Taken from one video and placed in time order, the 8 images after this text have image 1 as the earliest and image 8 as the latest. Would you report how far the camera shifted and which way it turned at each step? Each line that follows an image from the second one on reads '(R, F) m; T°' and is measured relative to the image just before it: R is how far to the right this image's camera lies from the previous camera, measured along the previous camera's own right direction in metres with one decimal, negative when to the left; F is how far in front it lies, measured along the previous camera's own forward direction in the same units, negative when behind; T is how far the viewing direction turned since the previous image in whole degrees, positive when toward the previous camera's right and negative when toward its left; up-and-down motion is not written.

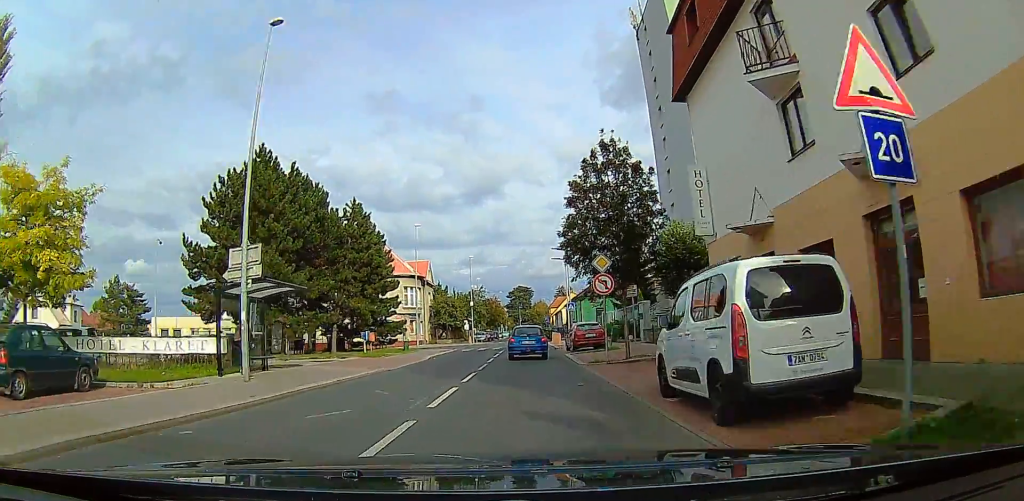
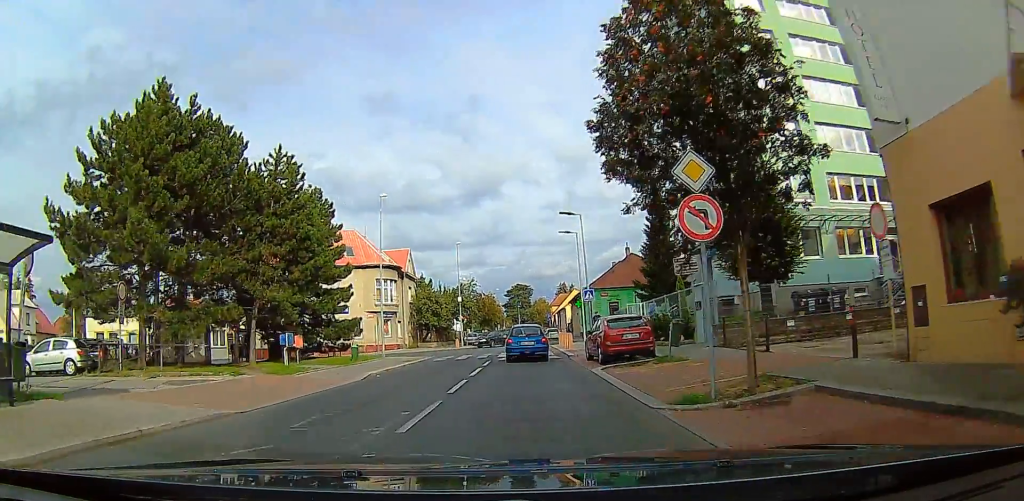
(0.0, +11.5) m; +1°
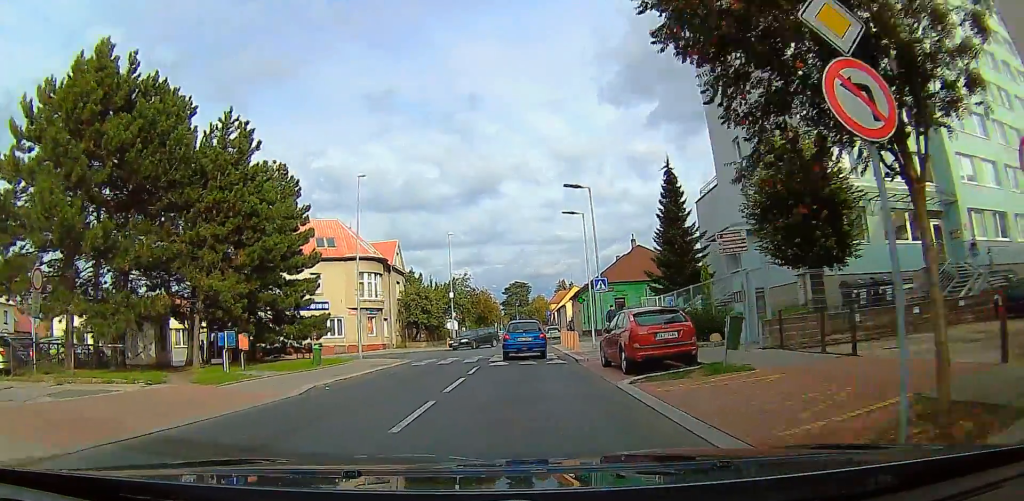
(0.0, +4.8) m; 0°
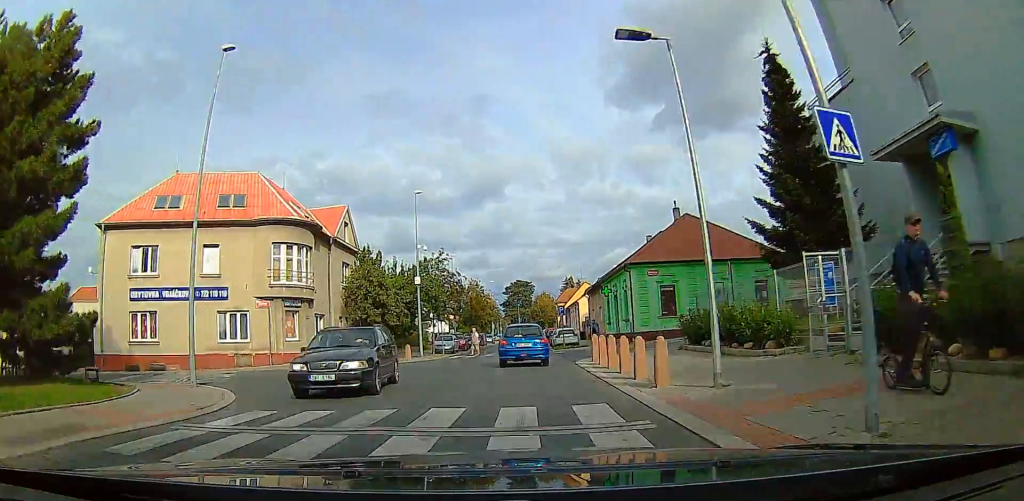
(0.0, +17.3) m; -1°
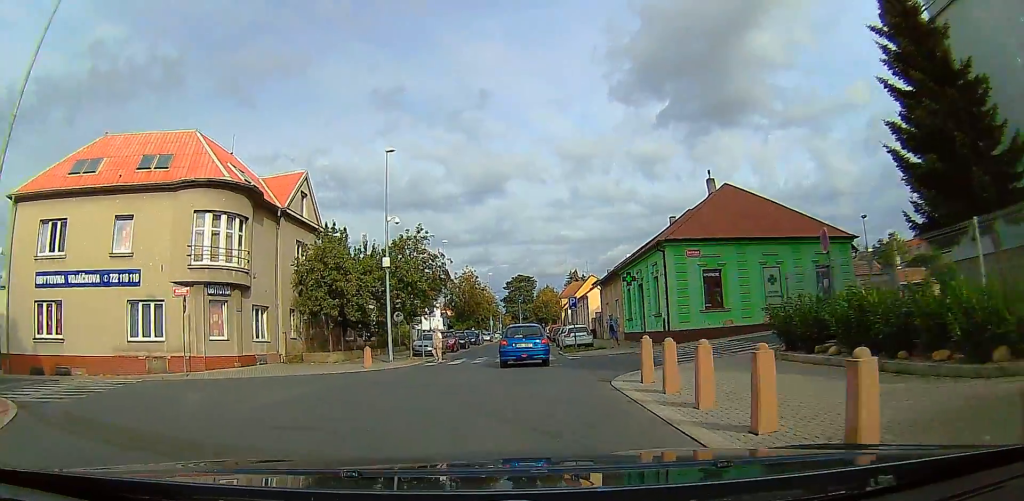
(0.0, +8.7) m; 0°
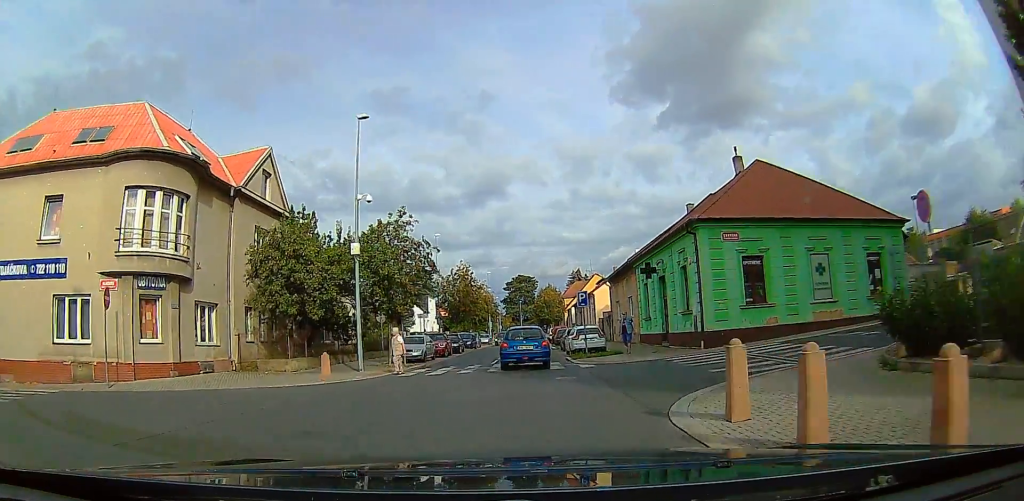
(0.0, +5.2) m; 0°
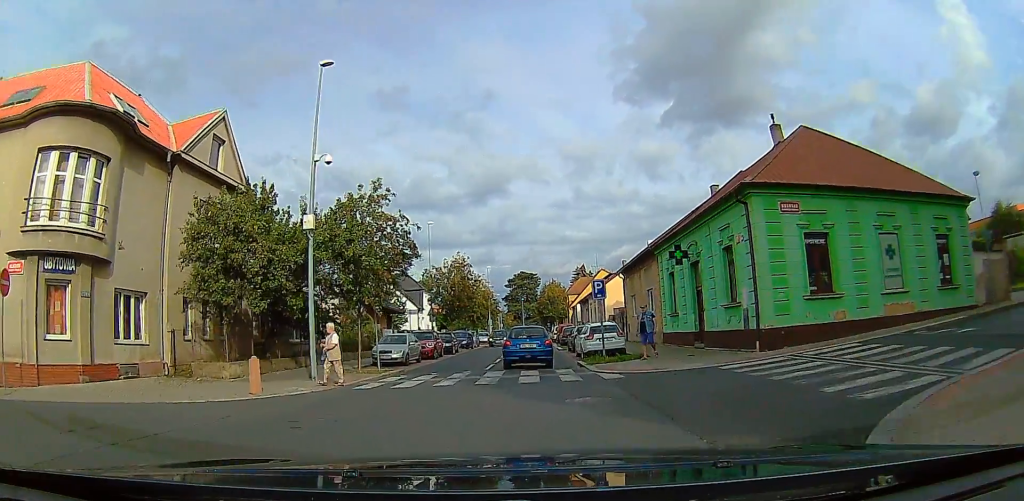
(0.0, +5.2) m; 0°
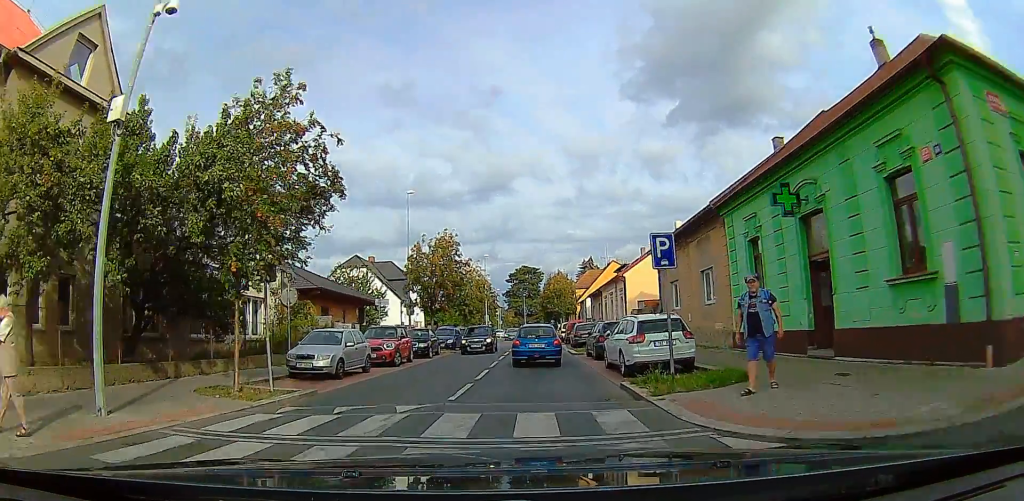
(0.0, +9.6) m; 0°
